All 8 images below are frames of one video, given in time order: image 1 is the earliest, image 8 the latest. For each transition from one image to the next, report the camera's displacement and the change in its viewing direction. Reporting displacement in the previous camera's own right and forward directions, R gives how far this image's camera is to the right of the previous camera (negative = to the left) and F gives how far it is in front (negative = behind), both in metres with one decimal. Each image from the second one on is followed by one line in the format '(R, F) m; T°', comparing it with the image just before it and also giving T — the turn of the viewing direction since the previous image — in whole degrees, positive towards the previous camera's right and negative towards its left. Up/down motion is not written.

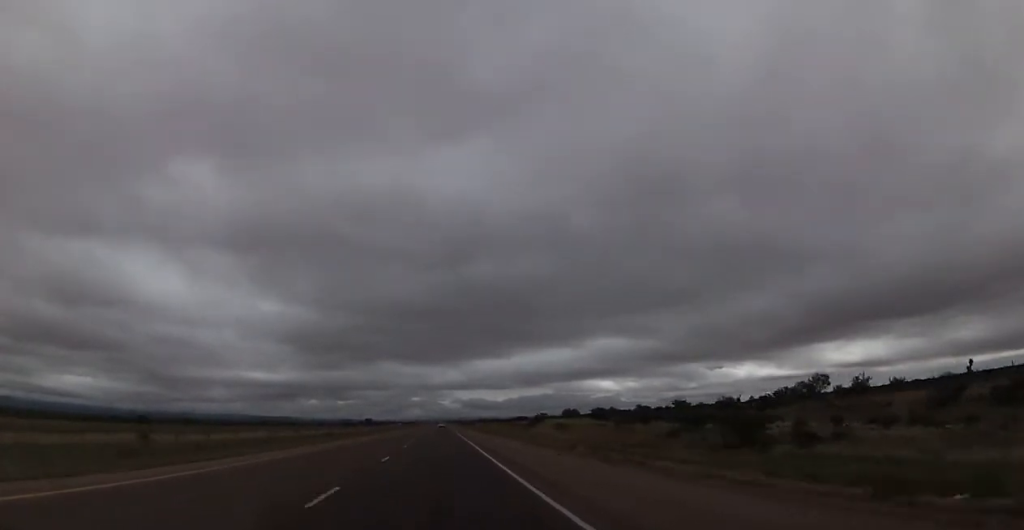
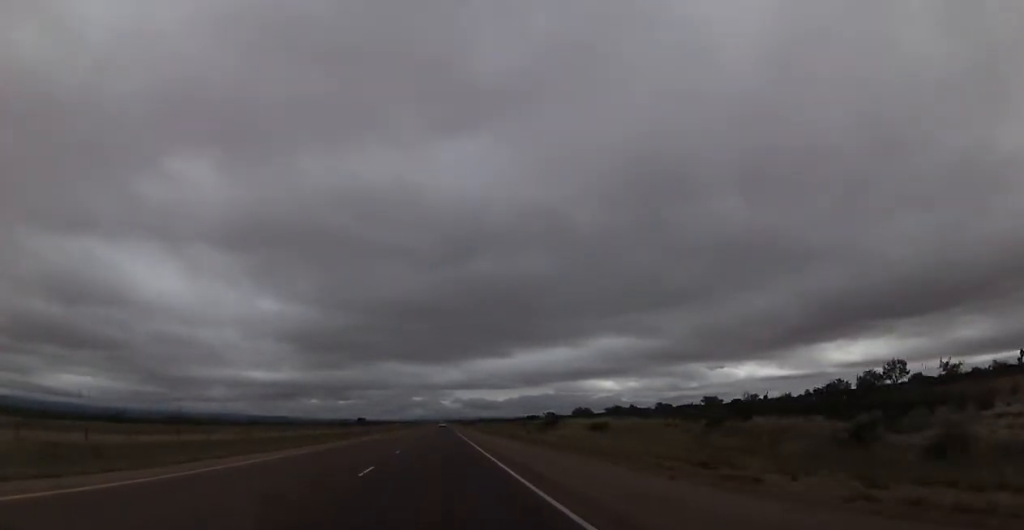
(0.0, +18.3) m; 0°
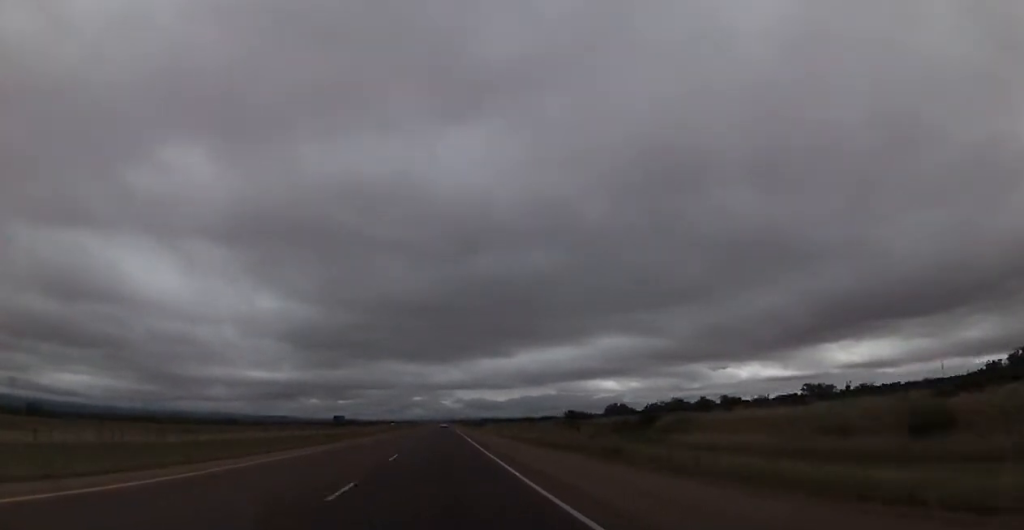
(0.0, +41.6) m; 0°
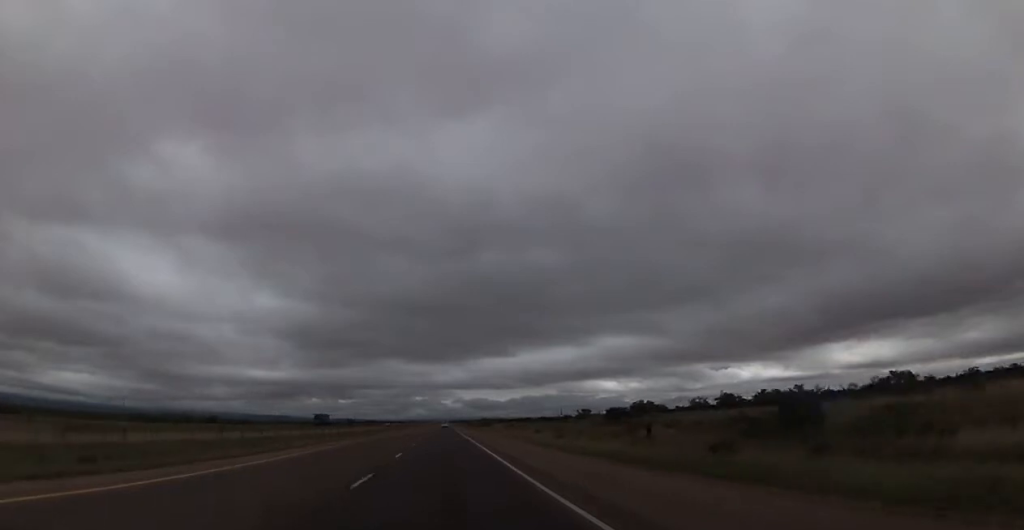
(+0.1, +22.0) m; 0°
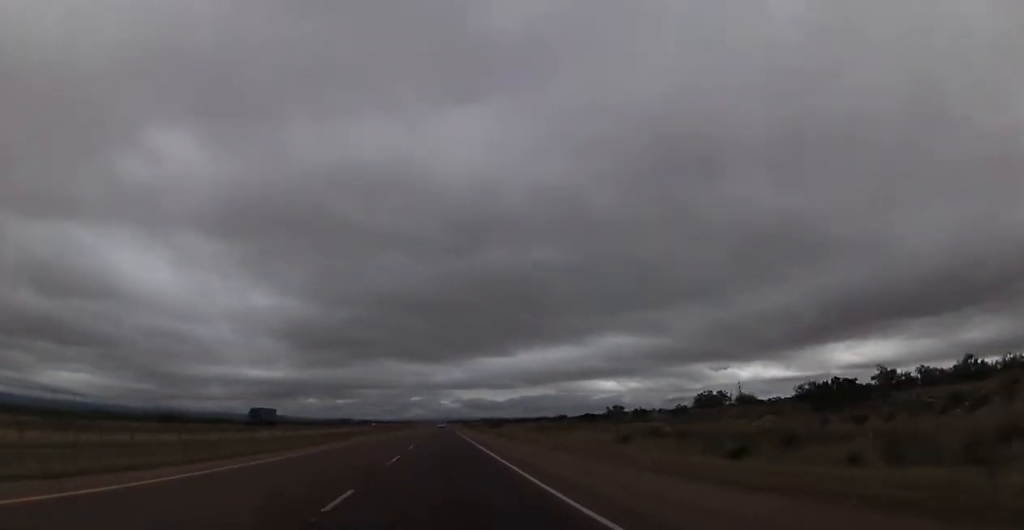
(-0.4, +40.4) m; 0°
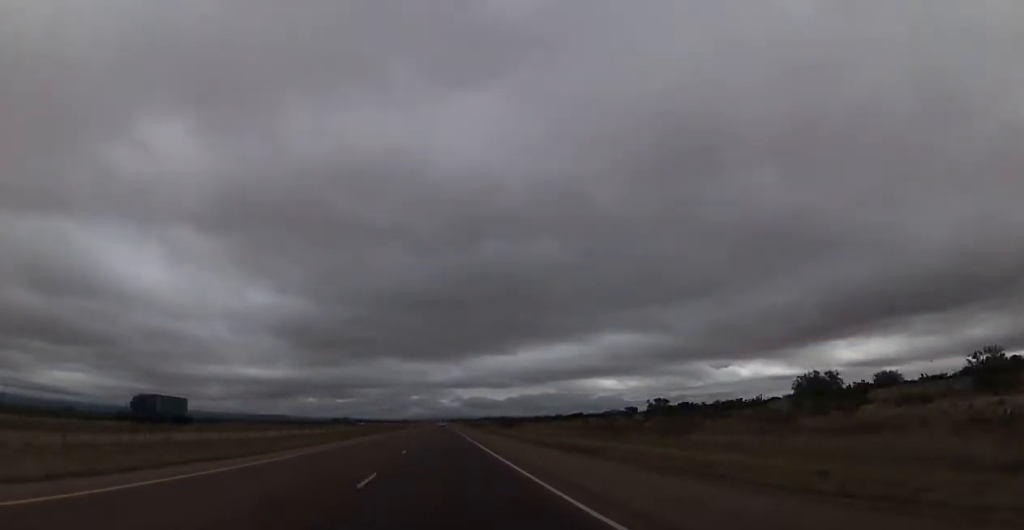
(+0.4, +32.9) m; +1°
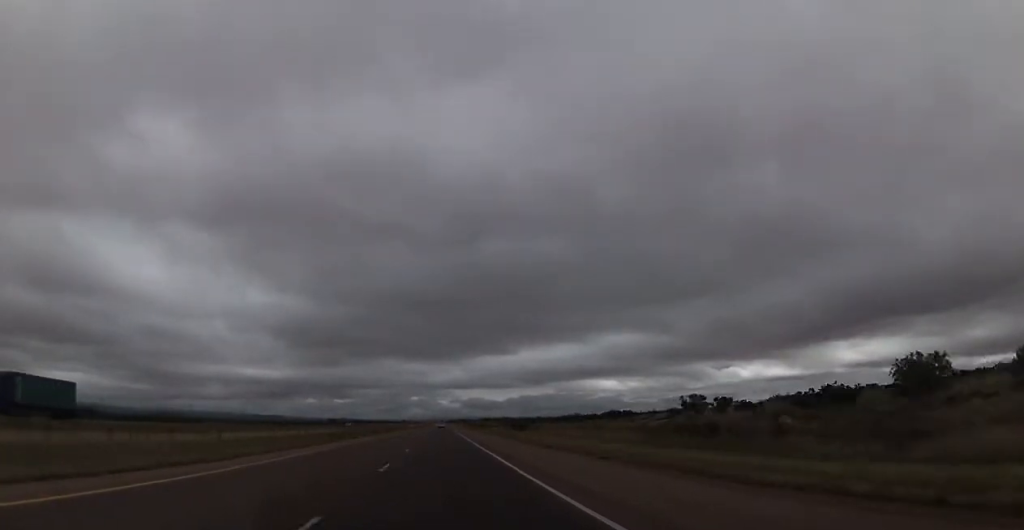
(0.0, +19.5) m; 0°
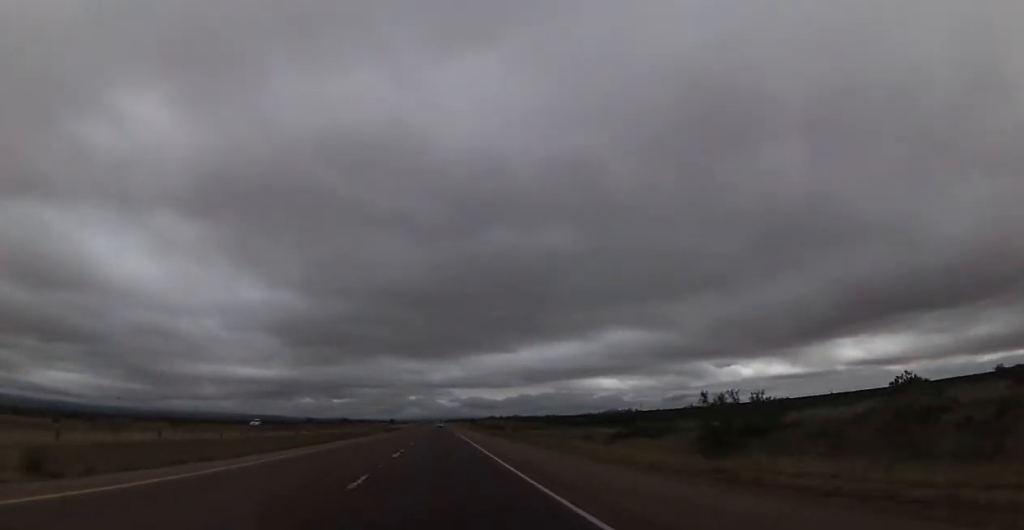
(0.0, +77.9) m; 0°
